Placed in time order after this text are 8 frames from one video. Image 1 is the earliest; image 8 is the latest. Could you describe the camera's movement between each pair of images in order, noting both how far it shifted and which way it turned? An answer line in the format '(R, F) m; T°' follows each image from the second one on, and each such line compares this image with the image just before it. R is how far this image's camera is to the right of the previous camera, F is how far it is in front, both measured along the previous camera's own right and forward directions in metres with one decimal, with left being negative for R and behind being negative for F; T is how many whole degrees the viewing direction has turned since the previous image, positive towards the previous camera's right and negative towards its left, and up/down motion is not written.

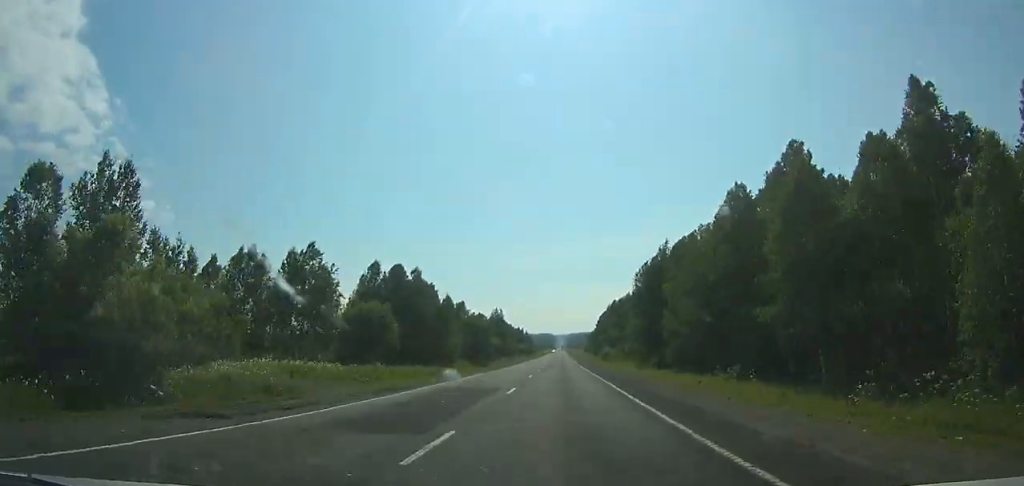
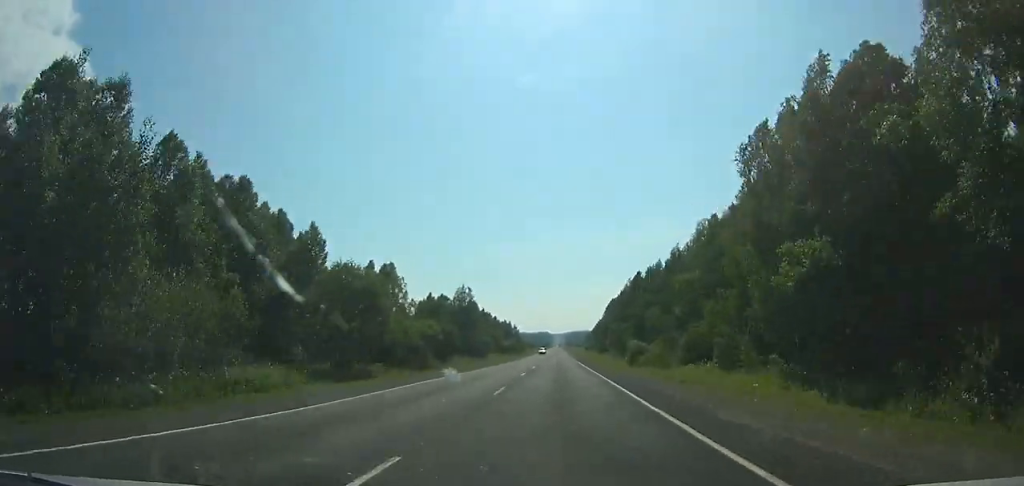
(0.0, +63.6) m; 0°
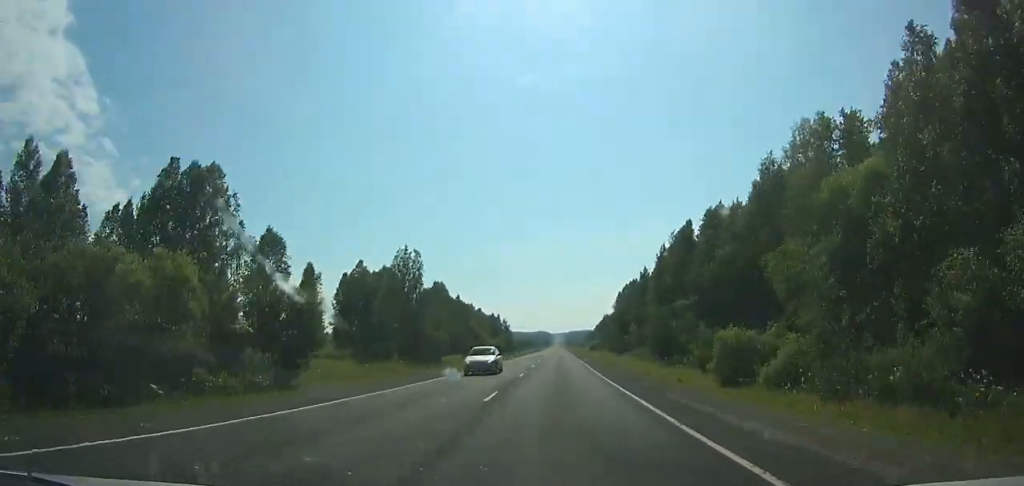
(0.0, +49.8) m; 0°
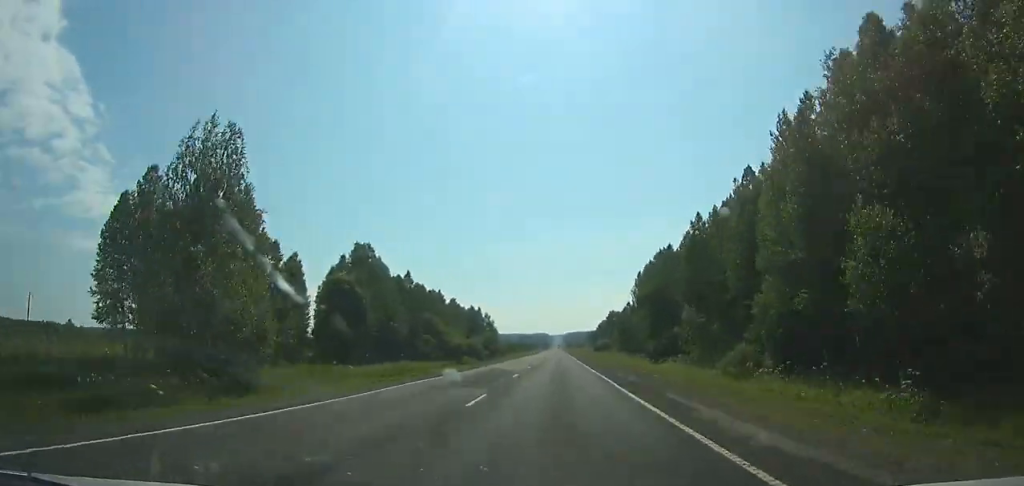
(0.0, +49.9) m; 0°
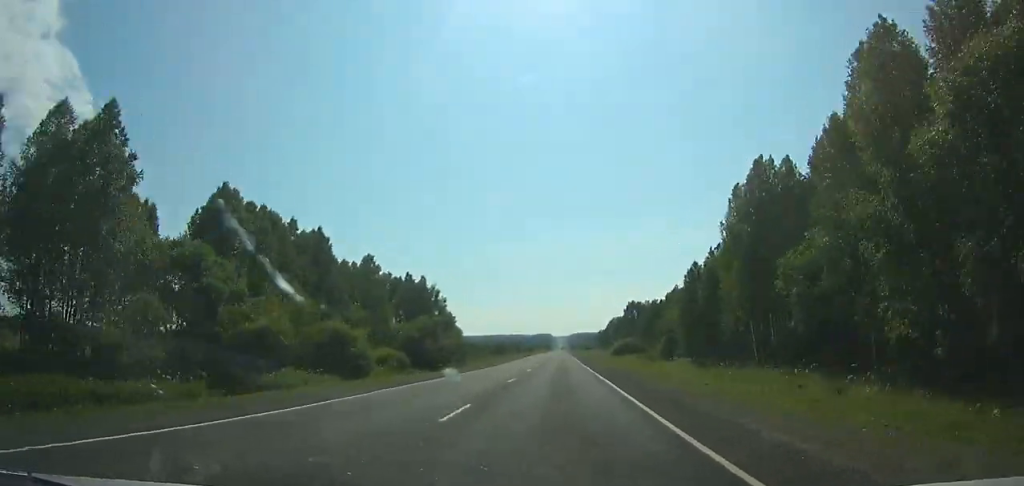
(-0.1, +75.0) m; 0°
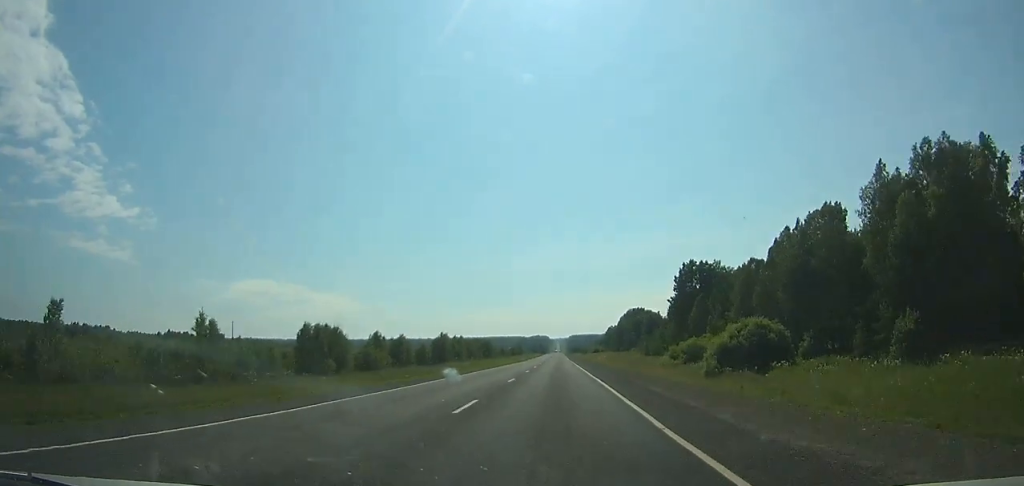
(+0.2, +119.8) m; 0°
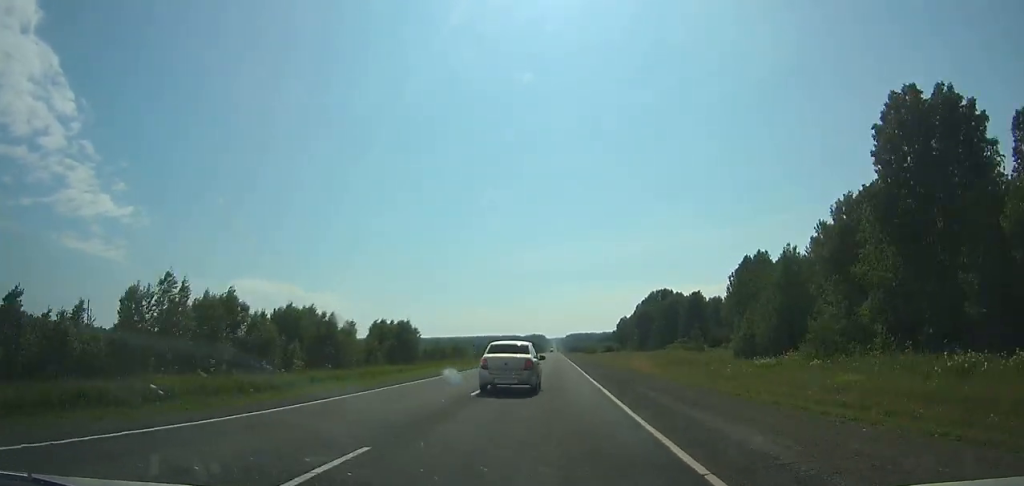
(0.0, +92.4) m; 0°
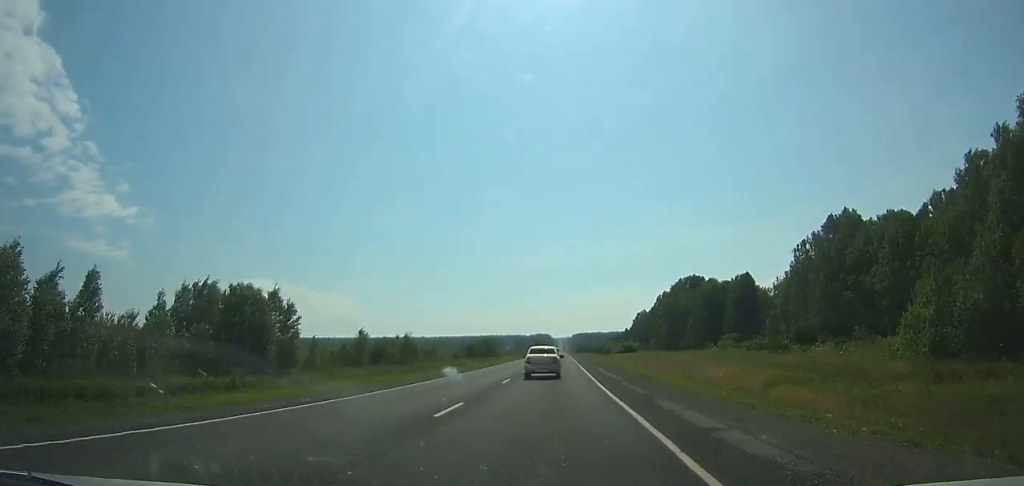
(-0.1, +44.9) m; 0°
